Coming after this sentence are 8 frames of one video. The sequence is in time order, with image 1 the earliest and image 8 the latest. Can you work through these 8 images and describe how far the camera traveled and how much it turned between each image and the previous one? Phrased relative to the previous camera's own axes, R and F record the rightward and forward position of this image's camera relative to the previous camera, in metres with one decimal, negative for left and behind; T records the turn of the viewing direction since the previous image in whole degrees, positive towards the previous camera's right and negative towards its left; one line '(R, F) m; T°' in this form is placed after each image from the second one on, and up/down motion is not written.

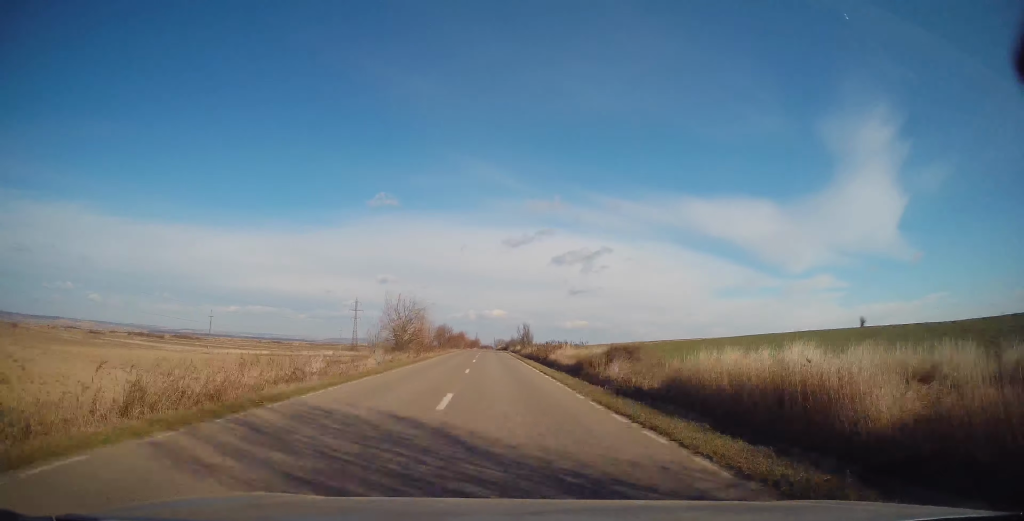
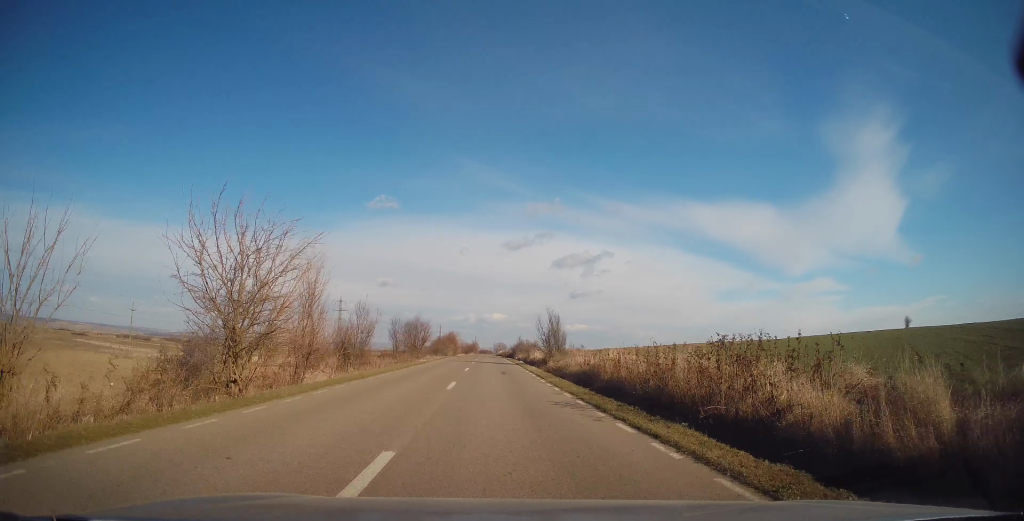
(-0.2, +31.5) m; 0°
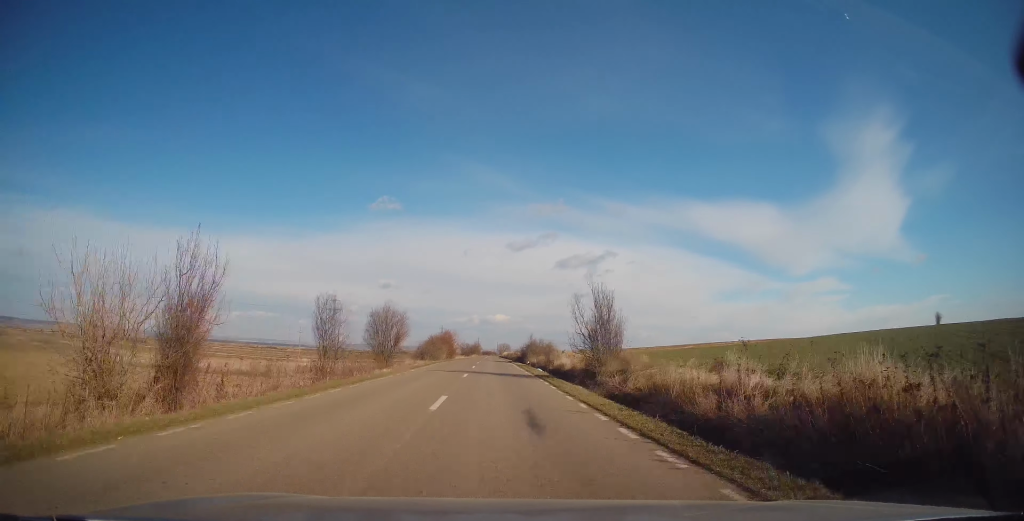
(+0.1, +16.9) m; 0°
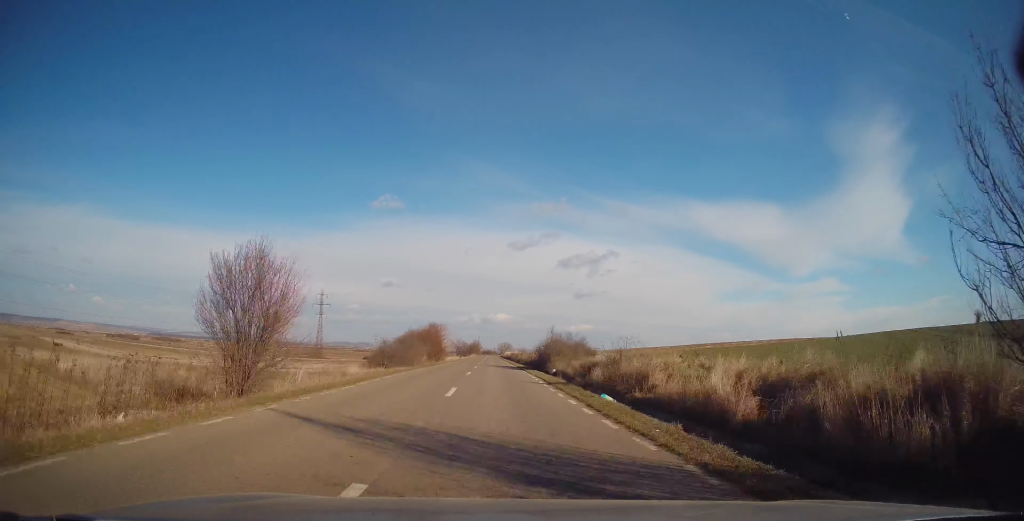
(-0.2, +20.8) m; -1°
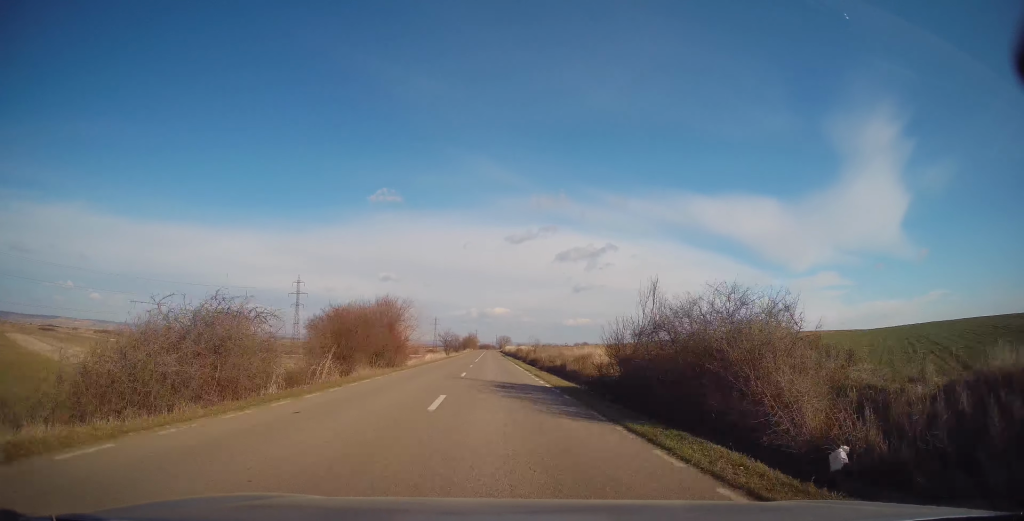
(0.0, +26.7) m; 0°
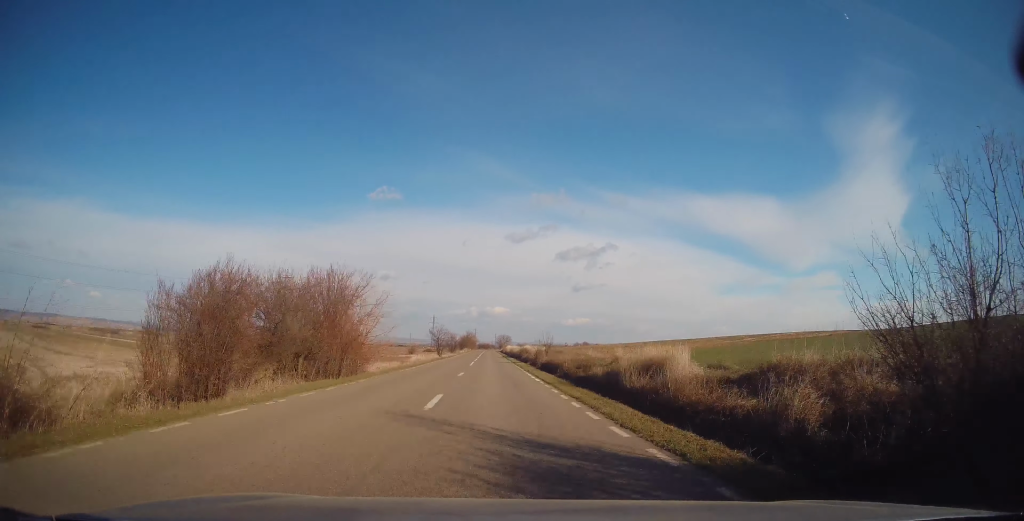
(0.0, +12.3) m; 0°
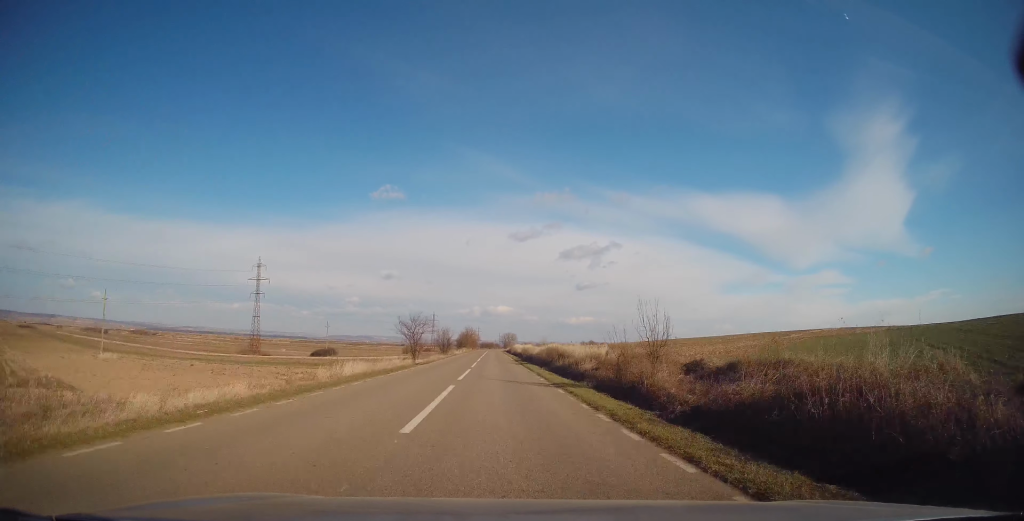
(+0.2, +27.3) m; 0°
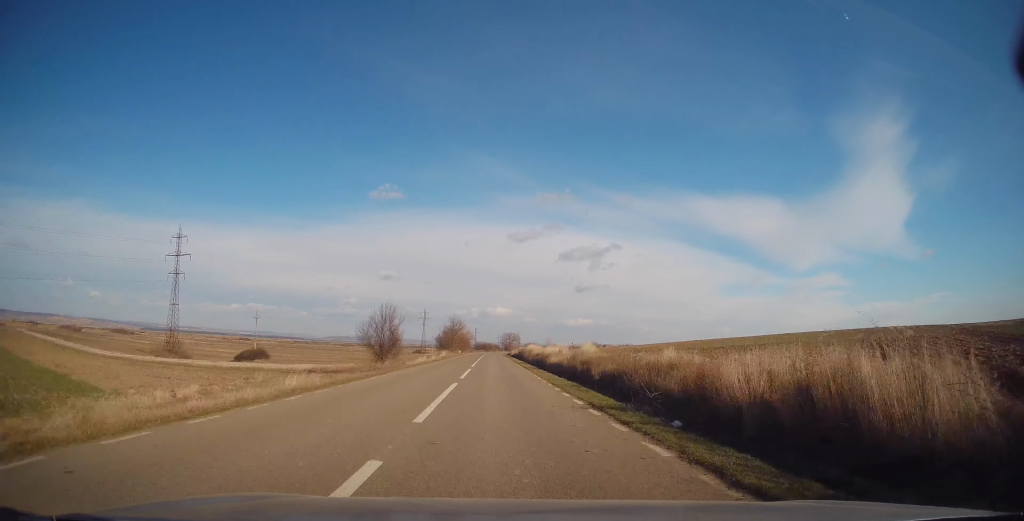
(-0.3, +47.0) m; -1°
